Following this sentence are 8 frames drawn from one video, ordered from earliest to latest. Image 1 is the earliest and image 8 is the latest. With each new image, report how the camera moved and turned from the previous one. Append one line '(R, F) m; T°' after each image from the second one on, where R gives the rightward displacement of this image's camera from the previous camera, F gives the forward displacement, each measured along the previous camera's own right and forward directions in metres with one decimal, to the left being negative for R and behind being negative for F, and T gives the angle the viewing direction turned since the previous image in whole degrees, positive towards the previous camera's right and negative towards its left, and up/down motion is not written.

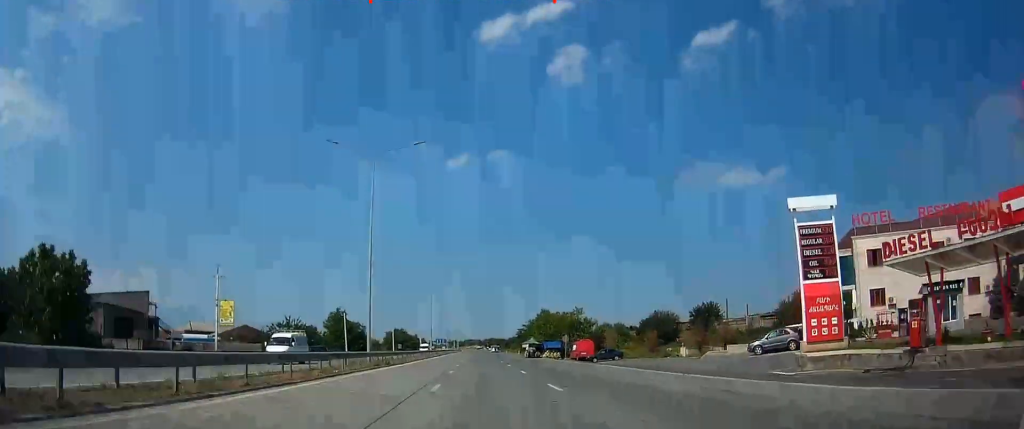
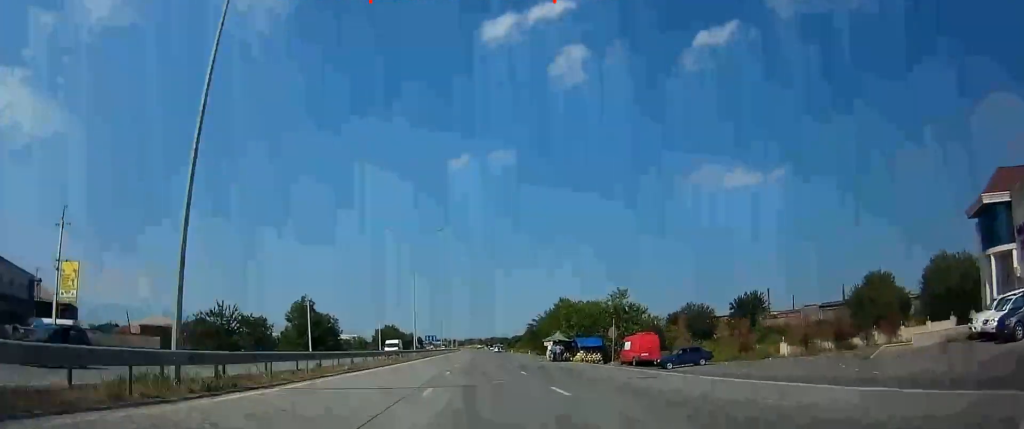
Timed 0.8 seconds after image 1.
(0.0, +25.3) m; 0°
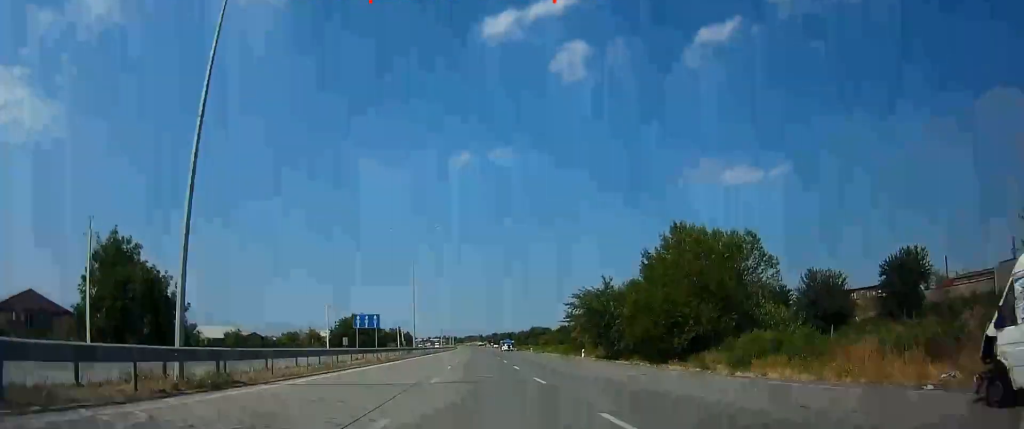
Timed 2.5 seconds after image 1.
(-0.1, +54.9) m; 0°
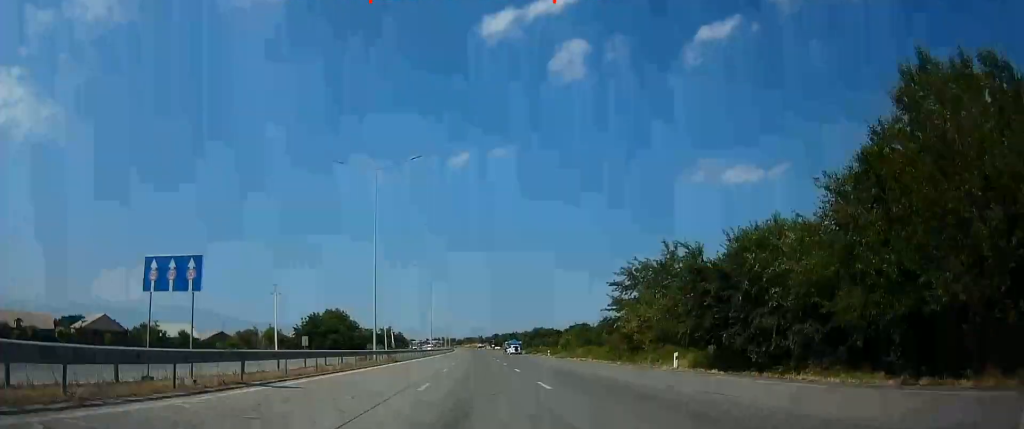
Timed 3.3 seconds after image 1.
(+0.1, +26.3) m; 0°
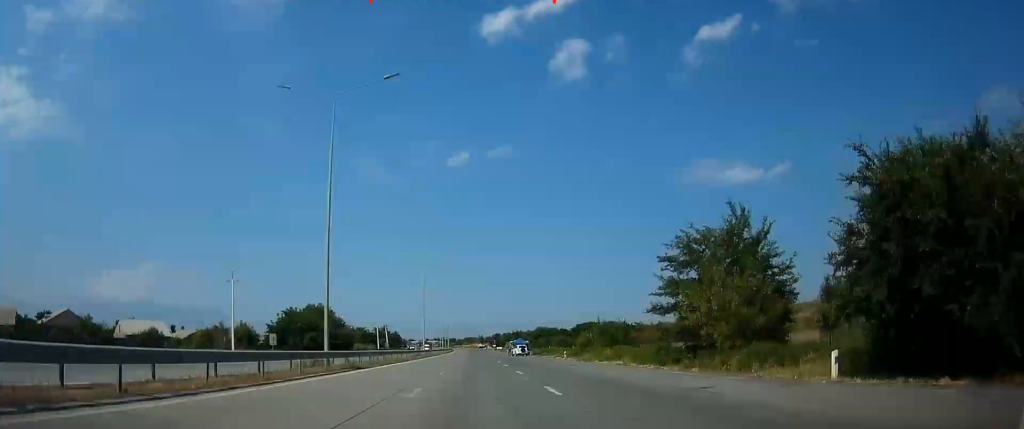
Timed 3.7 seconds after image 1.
(0.0, +14.3) m; 0°
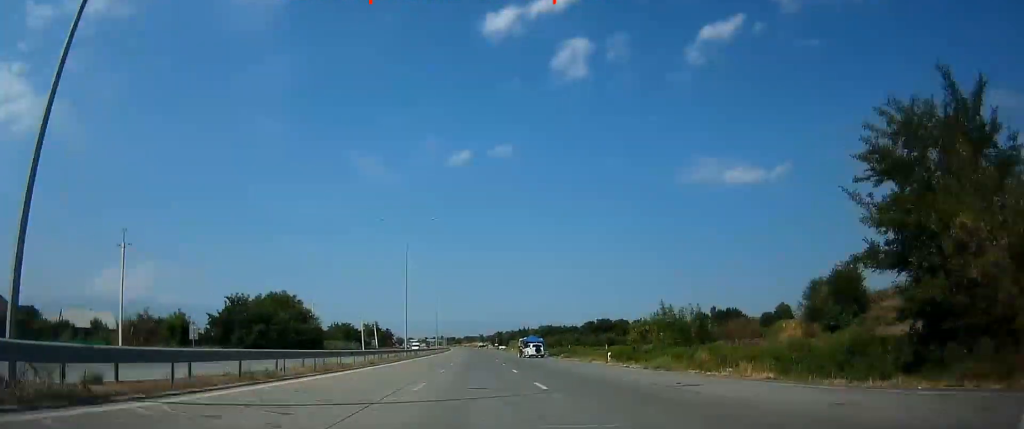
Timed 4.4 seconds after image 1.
(-0.2, +22.0) m; 0°
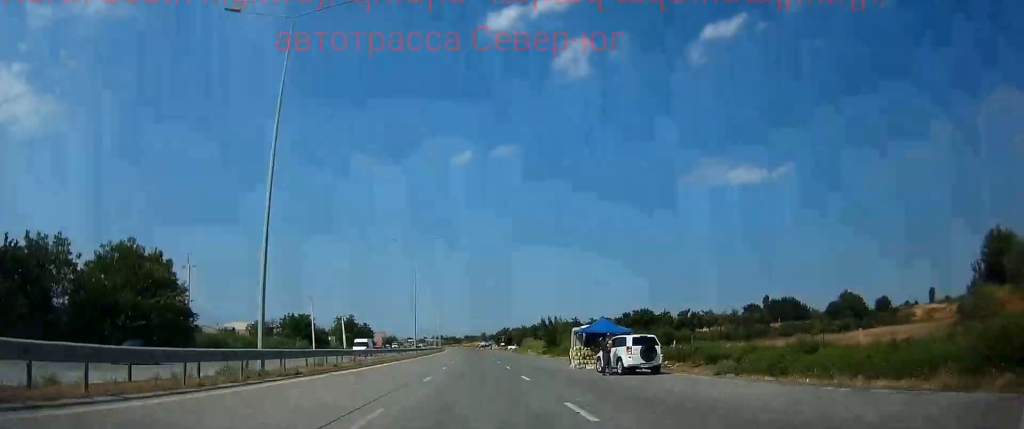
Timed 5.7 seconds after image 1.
(+0.4, +44.0) m; 0°
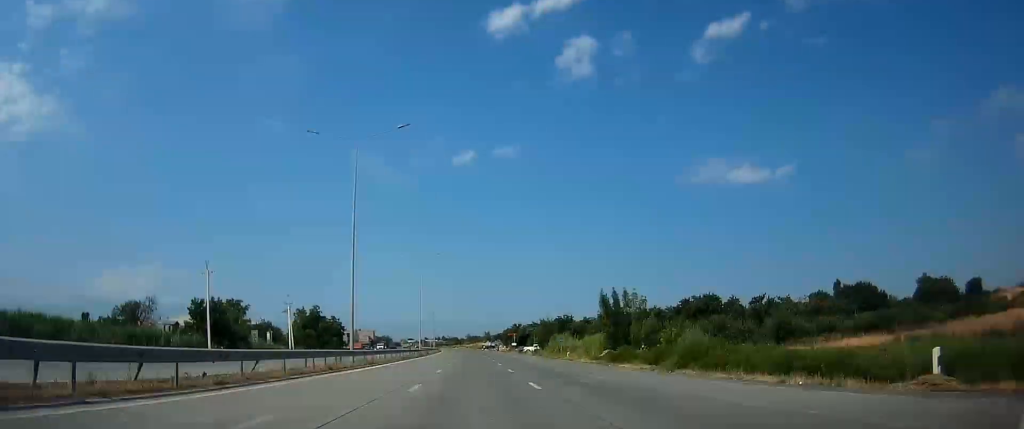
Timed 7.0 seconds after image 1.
(-0.4, +40.7) m; -1°
